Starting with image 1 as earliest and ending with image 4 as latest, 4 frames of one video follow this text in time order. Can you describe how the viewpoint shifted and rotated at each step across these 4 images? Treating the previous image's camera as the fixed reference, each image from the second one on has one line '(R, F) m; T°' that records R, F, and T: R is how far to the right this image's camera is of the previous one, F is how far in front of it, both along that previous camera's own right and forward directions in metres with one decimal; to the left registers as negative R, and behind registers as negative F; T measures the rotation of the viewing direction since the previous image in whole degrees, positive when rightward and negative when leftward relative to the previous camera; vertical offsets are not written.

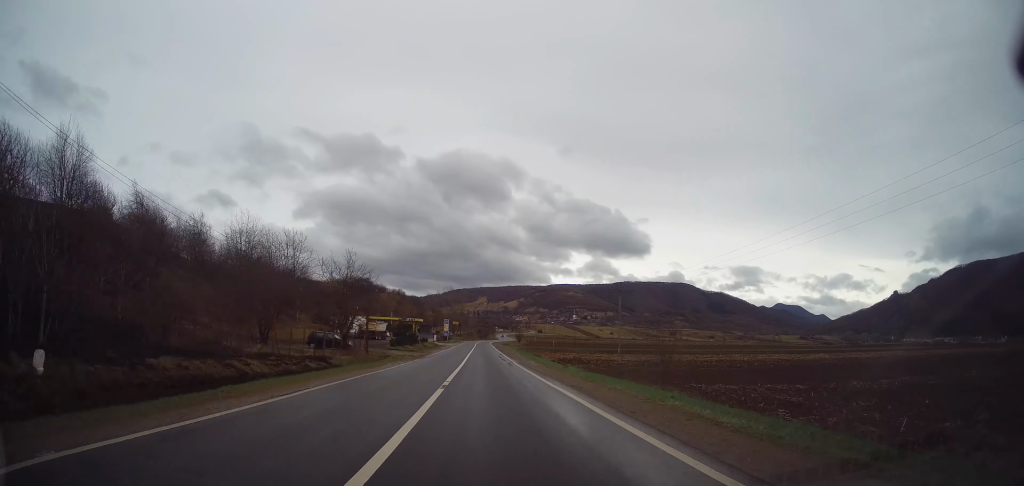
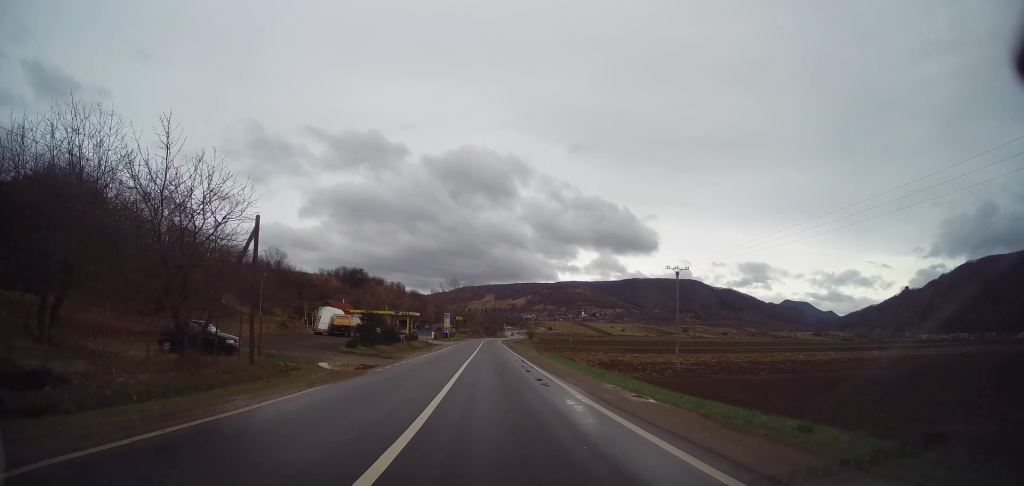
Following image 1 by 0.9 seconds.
(-0.3, +21.4) m; -1°
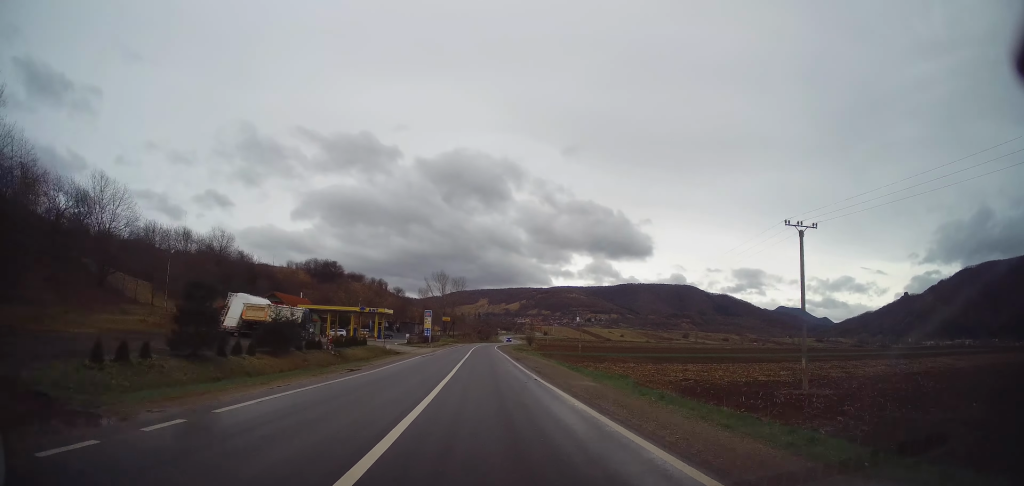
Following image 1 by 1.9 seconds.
(-0.2, +25.5) m; 0°
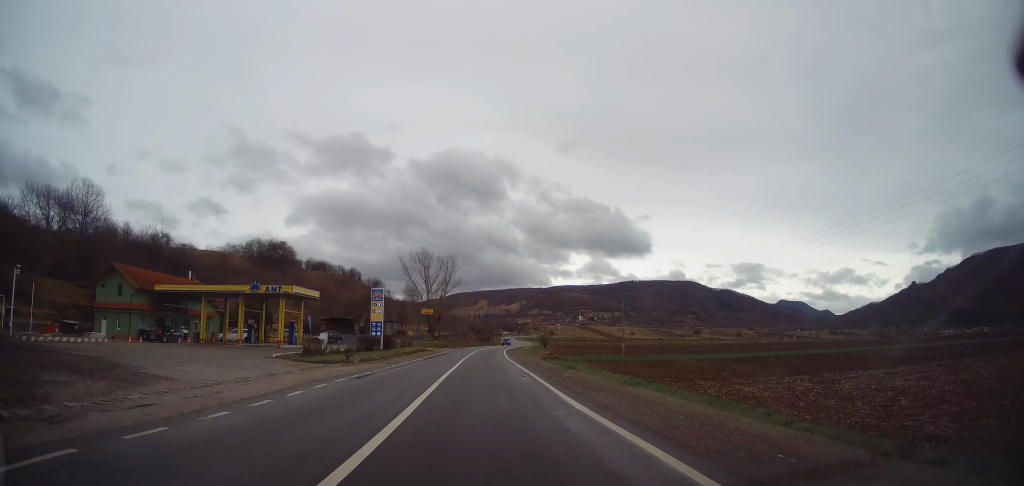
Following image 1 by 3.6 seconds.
(+0.2, +41.0) m; 0°
